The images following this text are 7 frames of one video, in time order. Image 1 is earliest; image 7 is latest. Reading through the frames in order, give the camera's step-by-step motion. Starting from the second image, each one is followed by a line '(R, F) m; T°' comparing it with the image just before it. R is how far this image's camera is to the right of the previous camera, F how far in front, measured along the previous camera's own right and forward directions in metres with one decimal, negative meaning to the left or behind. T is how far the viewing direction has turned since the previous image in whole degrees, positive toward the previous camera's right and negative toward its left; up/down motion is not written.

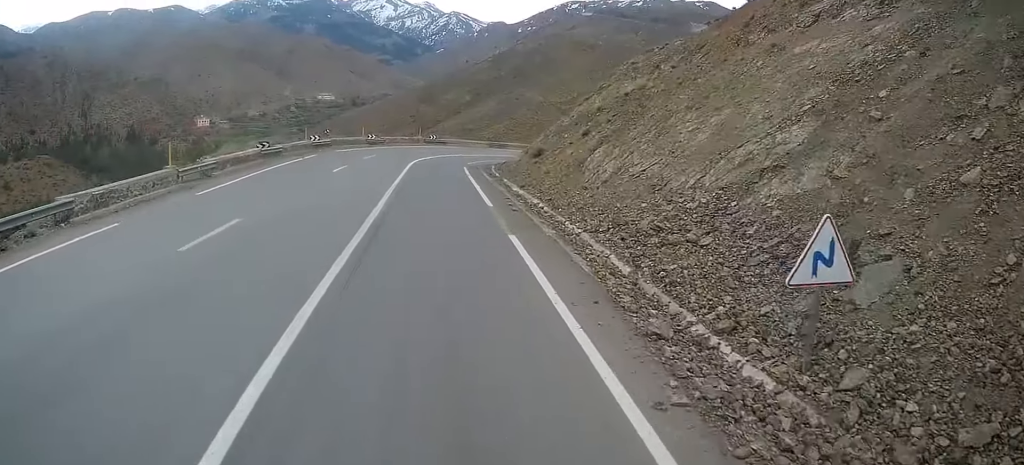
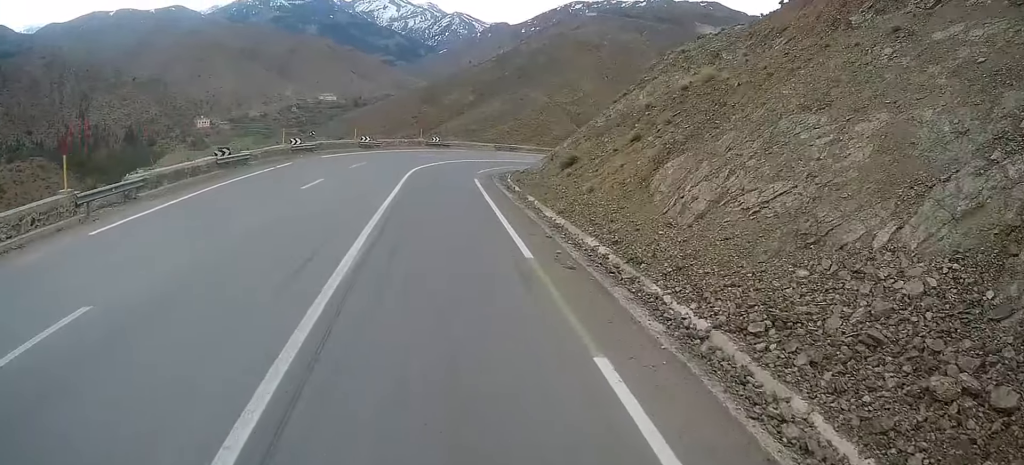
(0.0, +7.7) m; -1°
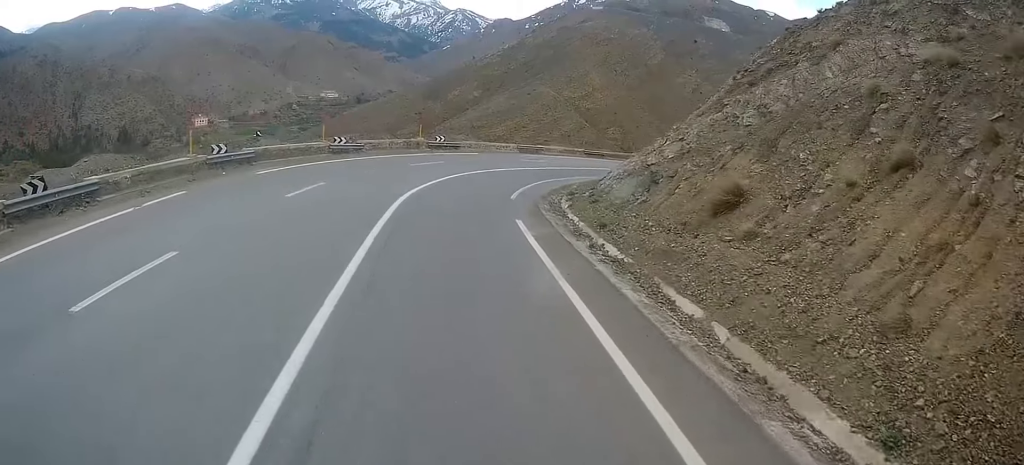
(-0.4, +15.6) m; 0°
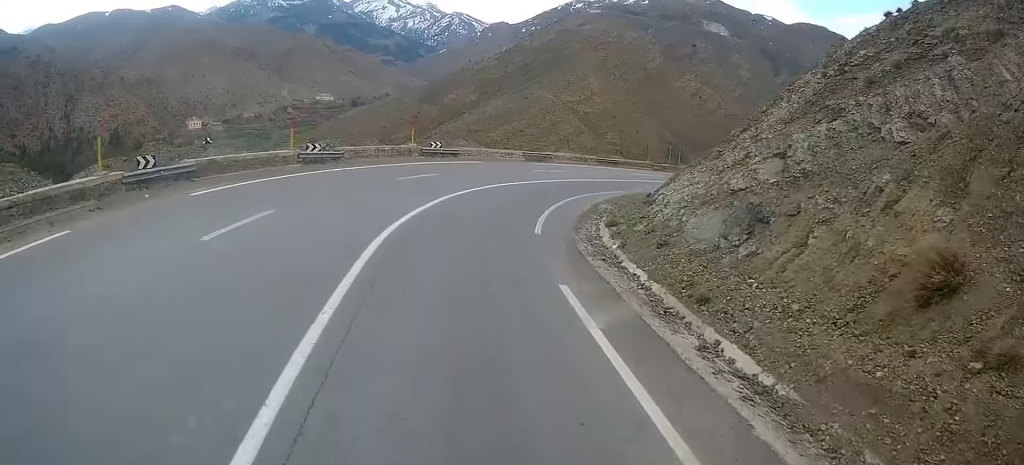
(+0.1, +6.7) m; +4°
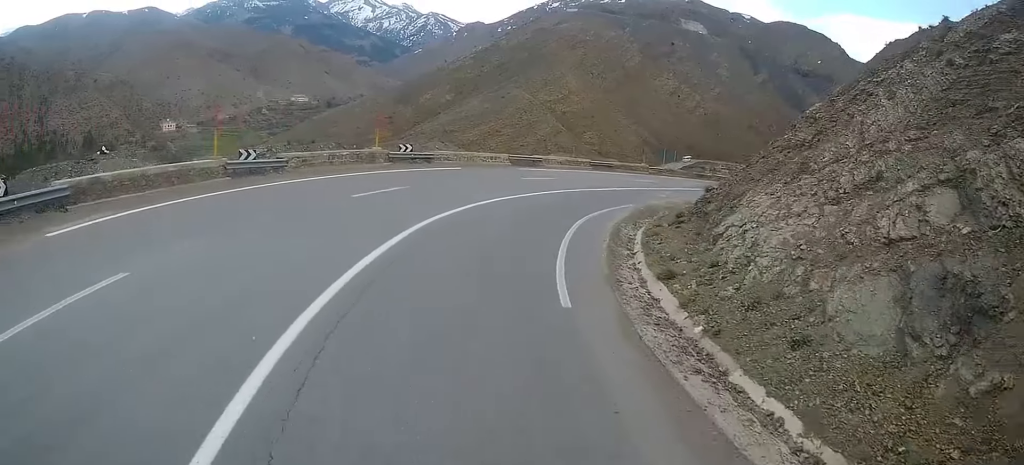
(+0.4, +6.7) m; +4°
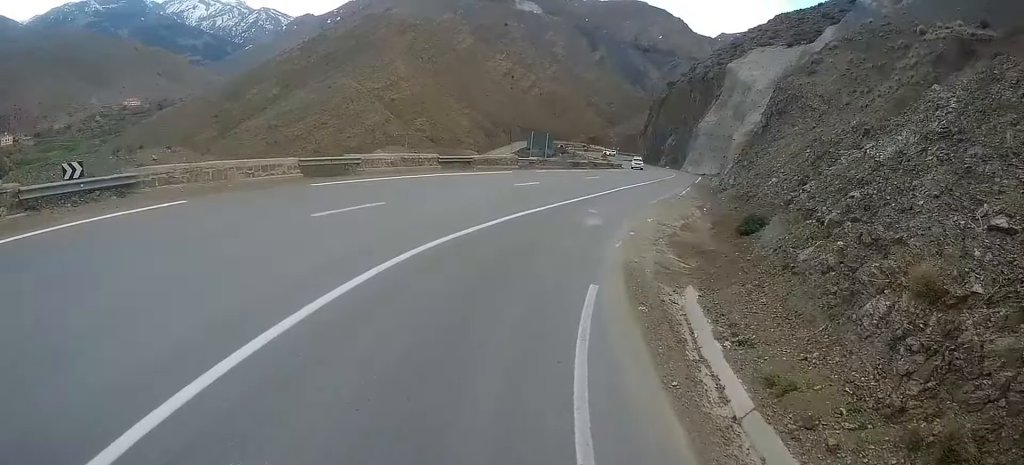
(+1.5, +18.4) m; +10°
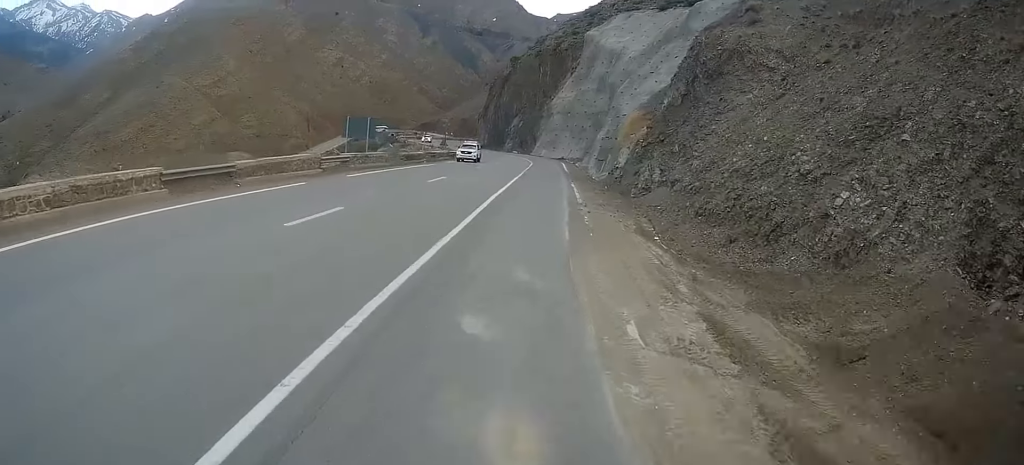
(+1.5, +14.6) m; +10°
